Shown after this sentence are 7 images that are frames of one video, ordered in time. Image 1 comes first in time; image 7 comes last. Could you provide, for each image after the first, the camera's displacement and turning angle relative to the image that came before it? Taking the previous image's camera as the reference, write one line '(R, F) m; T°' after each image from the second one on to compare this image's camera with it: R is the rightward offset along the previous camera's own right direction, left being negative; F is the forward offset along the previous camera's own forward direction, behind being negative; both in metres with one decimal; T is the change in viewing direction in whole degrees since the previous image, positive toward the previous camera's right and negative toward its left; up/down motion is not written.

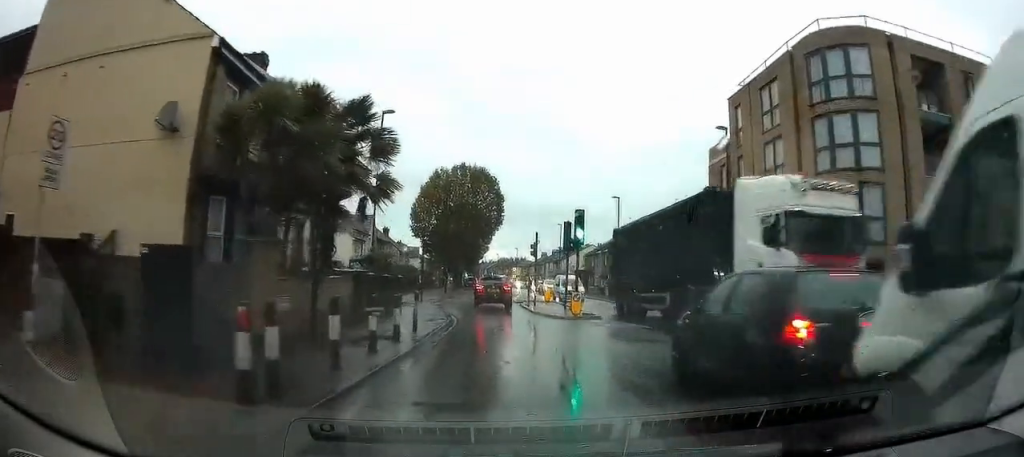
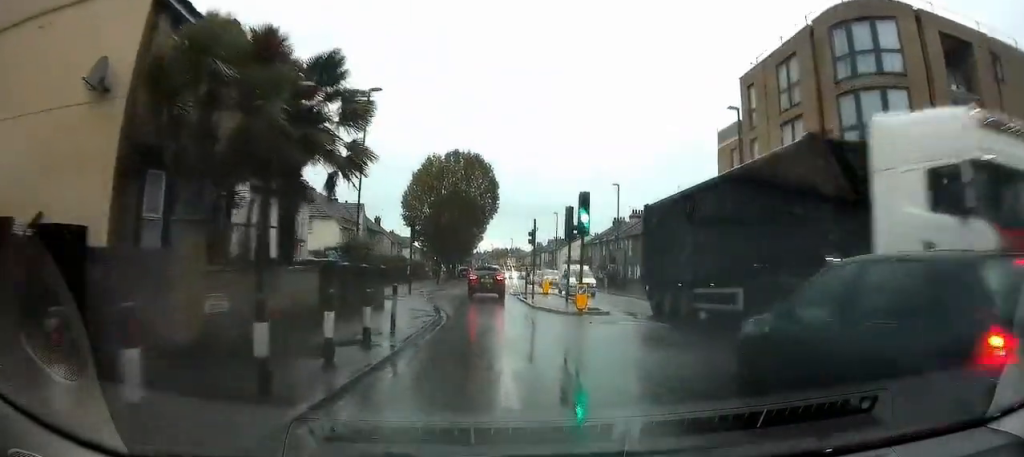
(0.0, +2.5) m; 0°
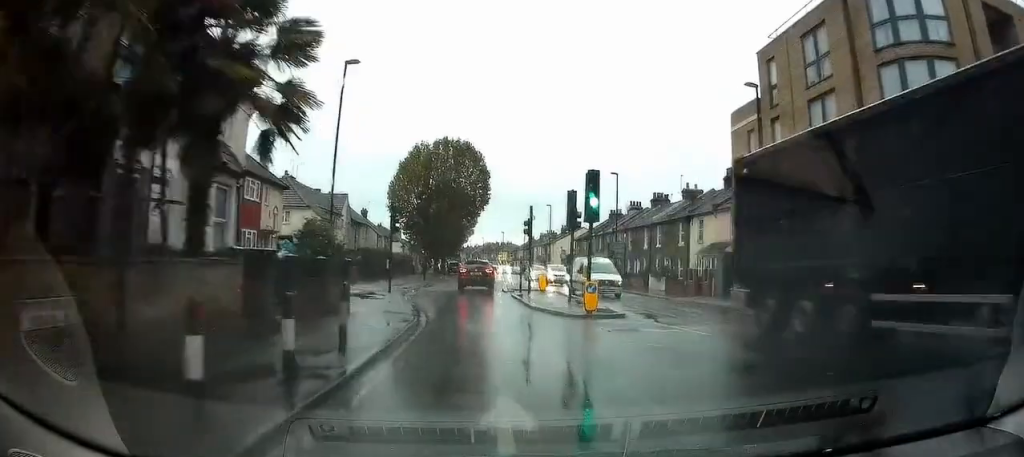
(0.0, +3.4) m; 0°
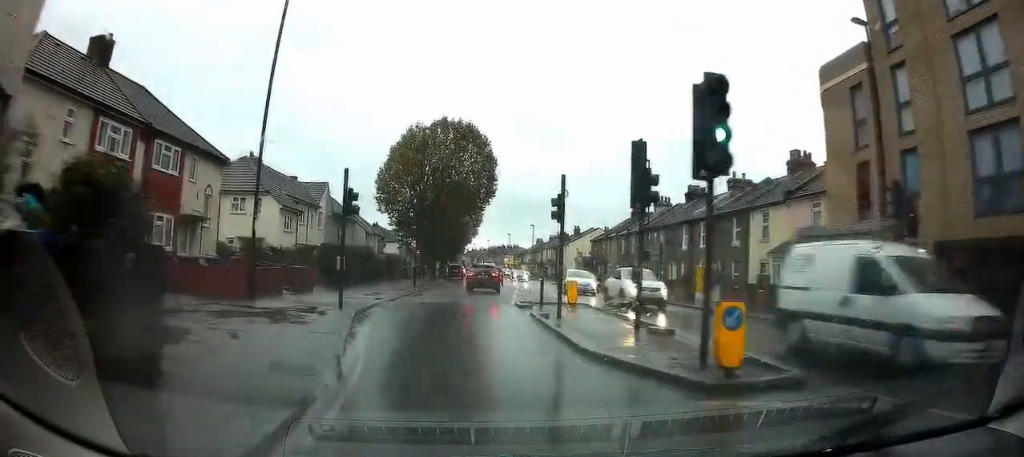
(-0.1, +9.0) m; -1°
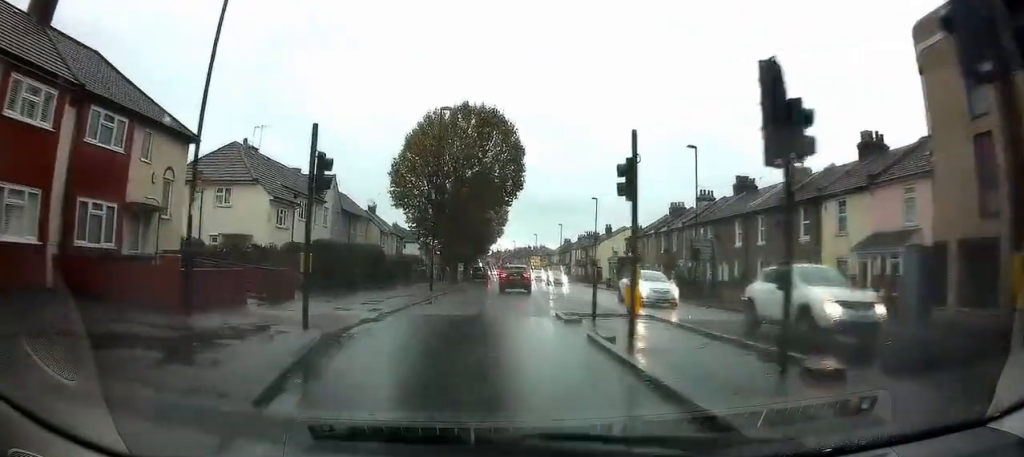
(0.0, +5.1) m; +1°
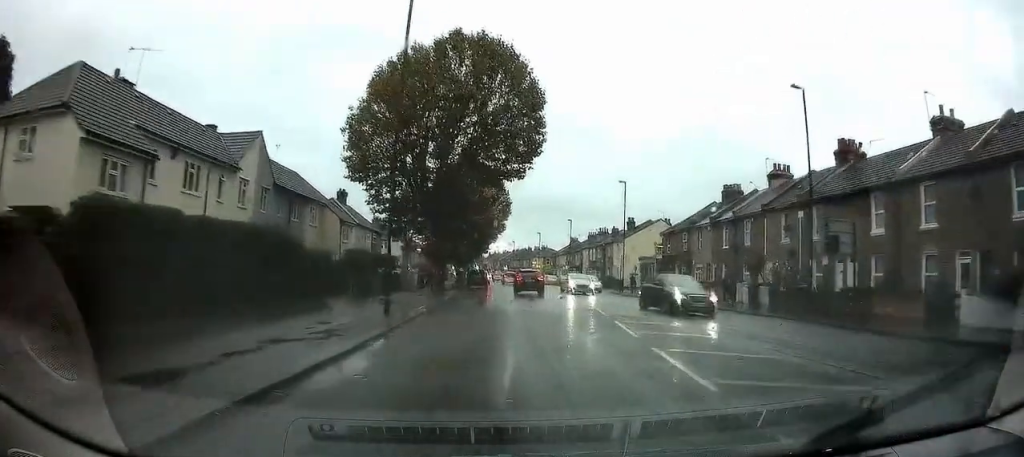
(0.0, +14.9) m; -1°
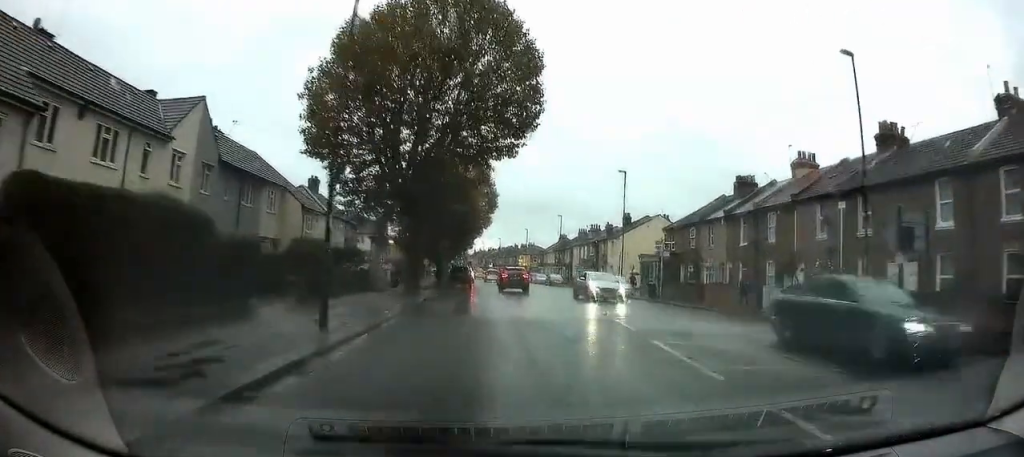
(+0.1, +5.2) m; +1°
